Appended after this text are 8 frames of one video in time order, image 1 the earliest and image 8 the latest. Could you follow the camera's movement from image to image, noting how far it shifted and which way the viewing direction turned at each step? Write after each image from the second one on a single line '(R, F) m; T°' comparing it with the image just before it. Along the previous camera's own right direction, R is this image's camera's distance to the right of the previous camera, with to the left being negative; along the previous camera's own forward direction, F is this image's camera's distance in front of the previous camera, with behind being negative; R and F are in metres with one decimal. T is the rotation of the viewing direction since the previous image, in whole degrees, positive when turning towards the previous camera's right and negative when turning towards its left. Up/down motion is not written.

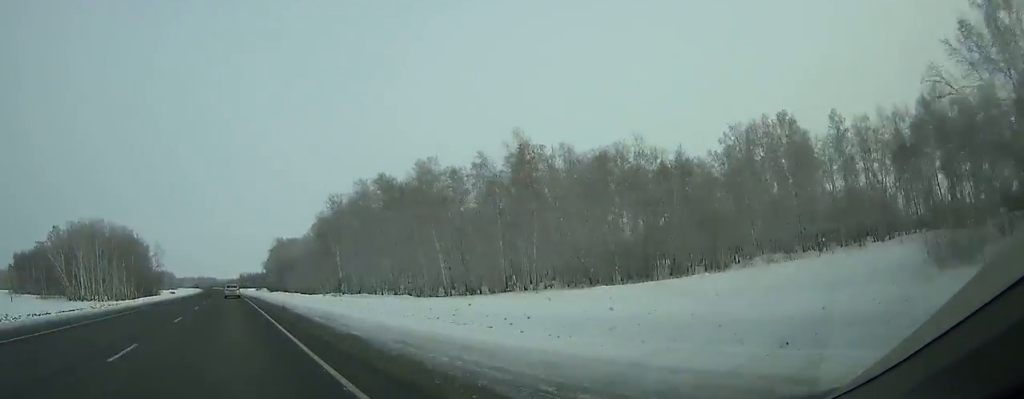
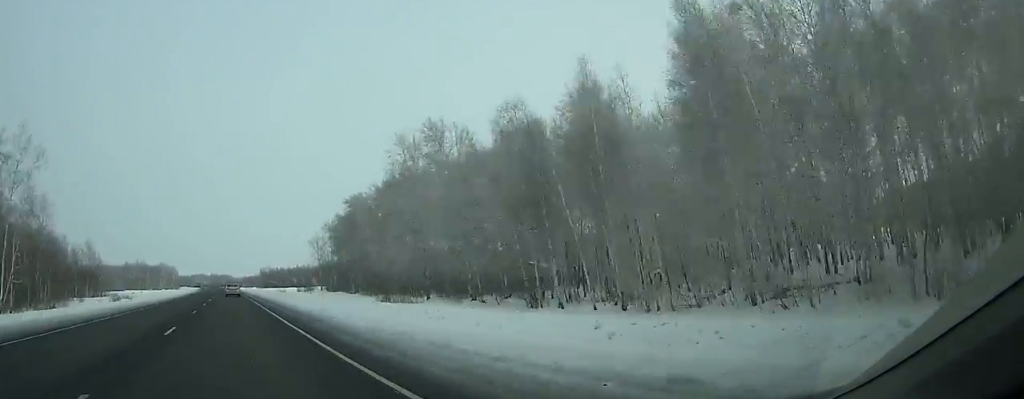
(-2.5, +152.6) m; -2°
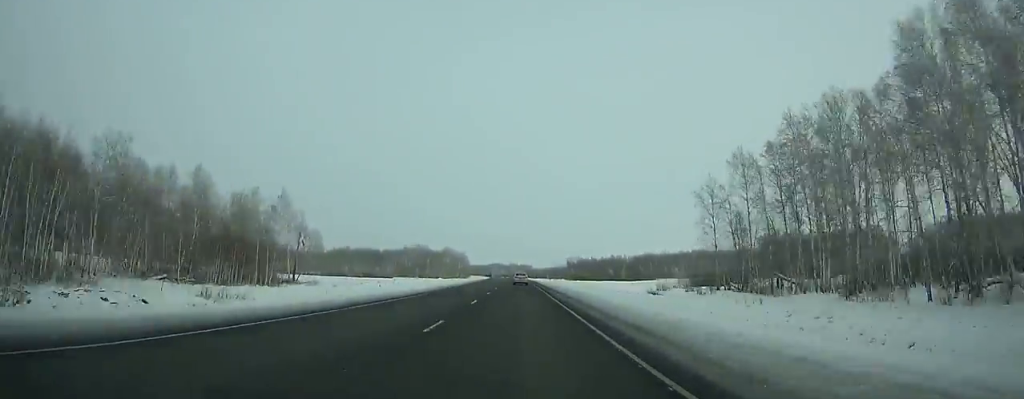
(-0.6, +87.4) m; -1°
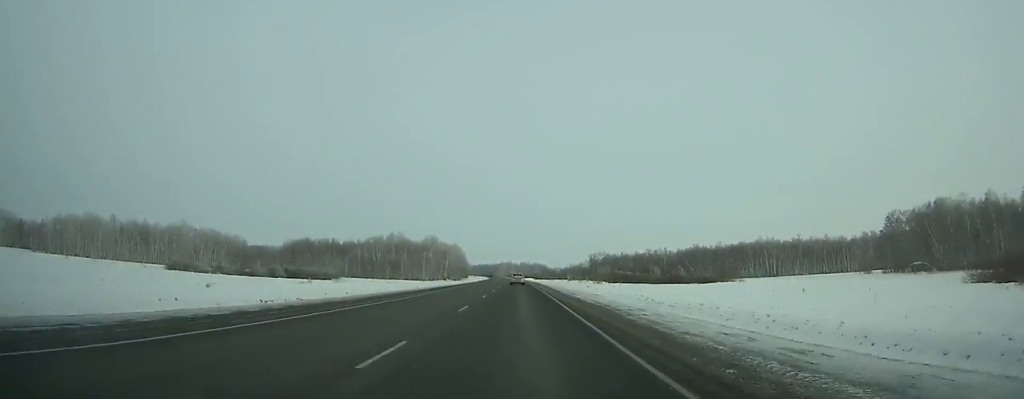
(-1.2, +102.9) m; -1°
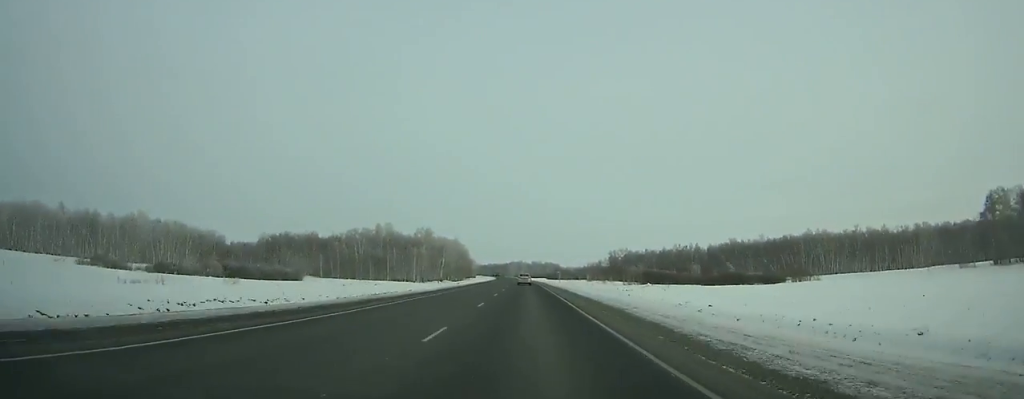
(-0.1, +45.4) m; -1°
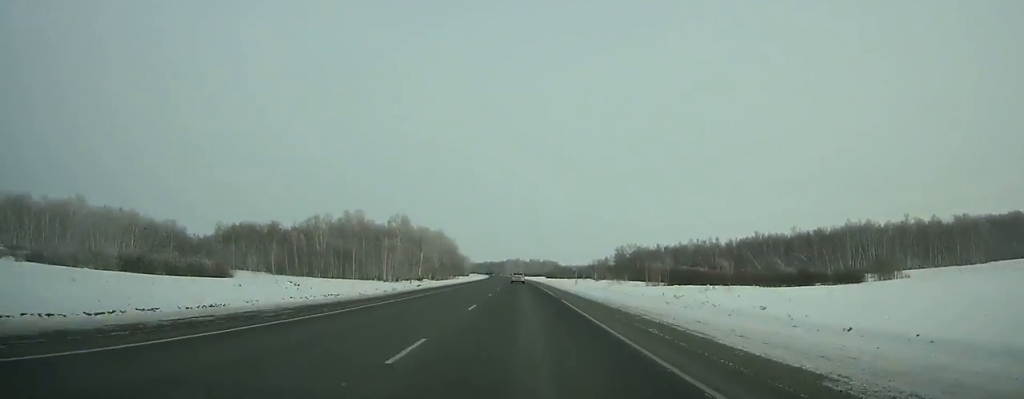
(-0.3, +39.5) m; 0°
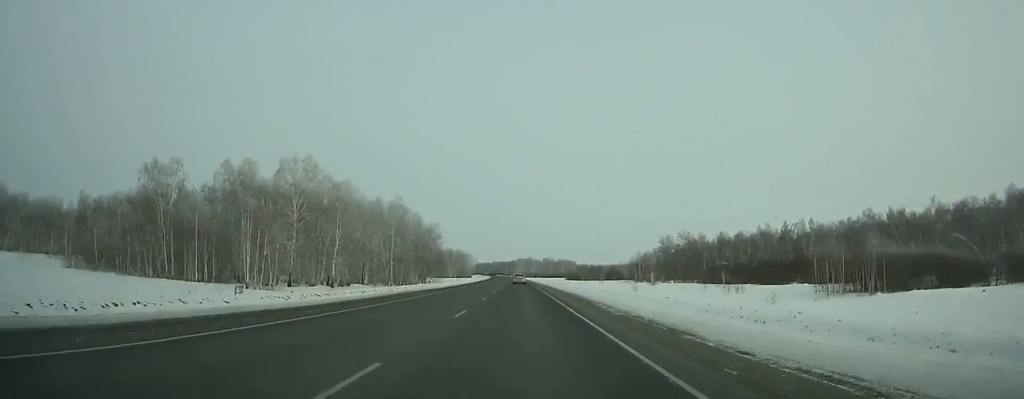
(-0.8, +88.5) m; -1°
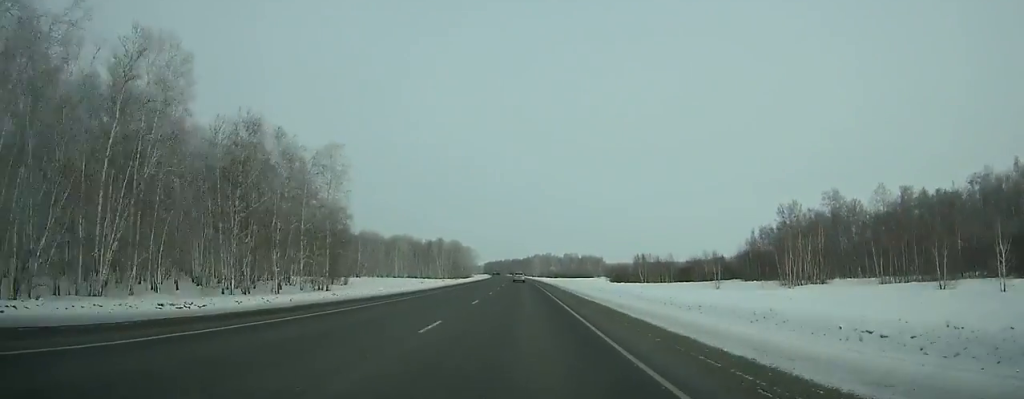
(-1.5, +113.8) m; -1°
